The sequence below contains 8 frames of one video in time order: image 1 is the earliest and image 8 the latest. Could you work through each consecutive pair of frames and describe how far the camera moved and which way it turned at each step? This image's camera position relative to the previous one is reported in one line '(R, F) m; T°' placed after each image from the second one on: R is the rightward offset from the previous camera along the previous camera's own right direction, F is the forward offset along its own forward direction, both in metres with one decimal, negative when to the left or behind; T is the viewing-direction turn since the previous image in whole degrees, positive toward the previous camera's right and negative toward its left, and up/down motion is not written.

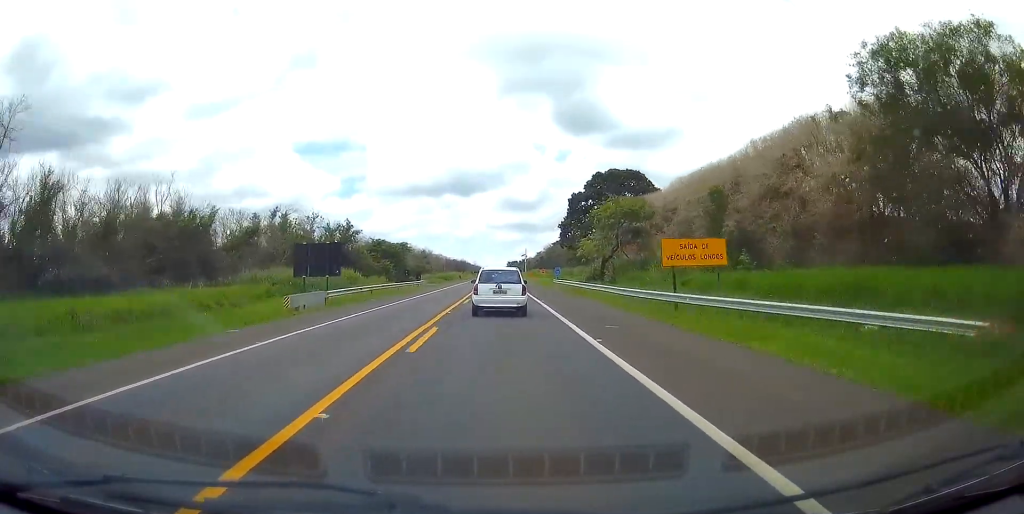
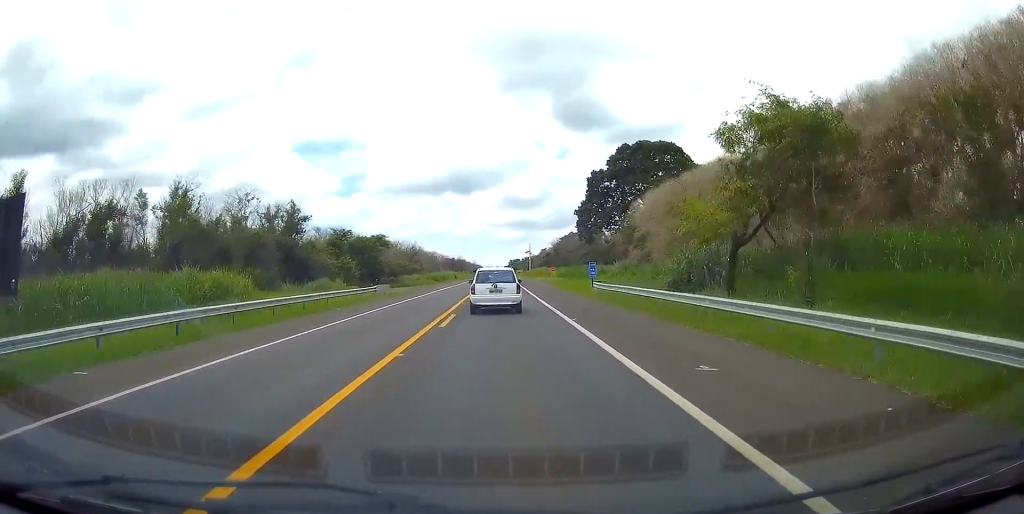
(0.0, +27.6) m; +1°
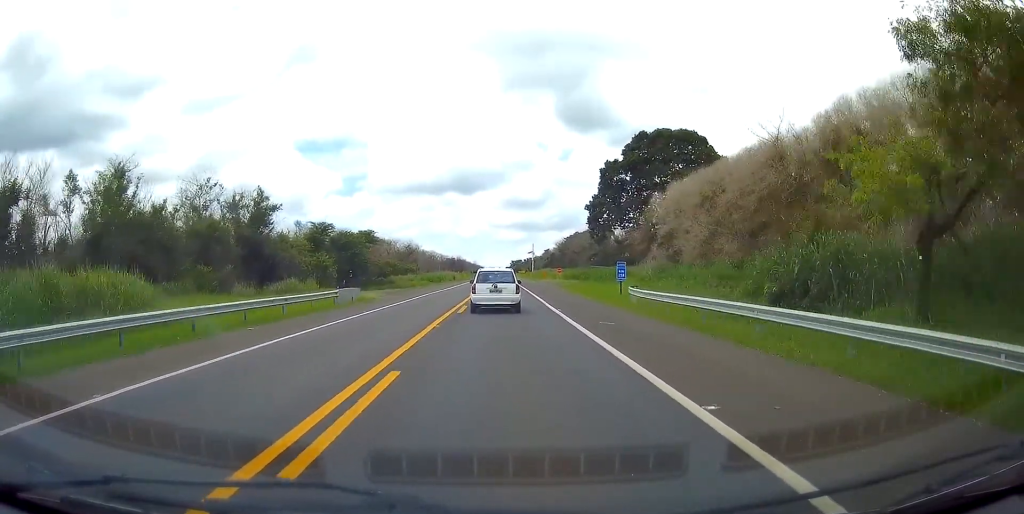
(+0.2, +11.1) m; 0°
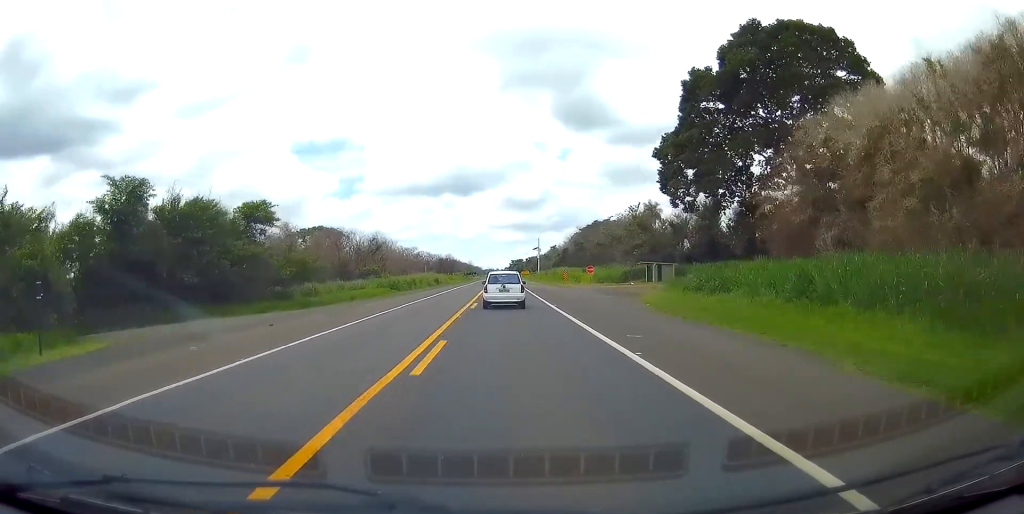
(-0.2, +44.6) m; -1°
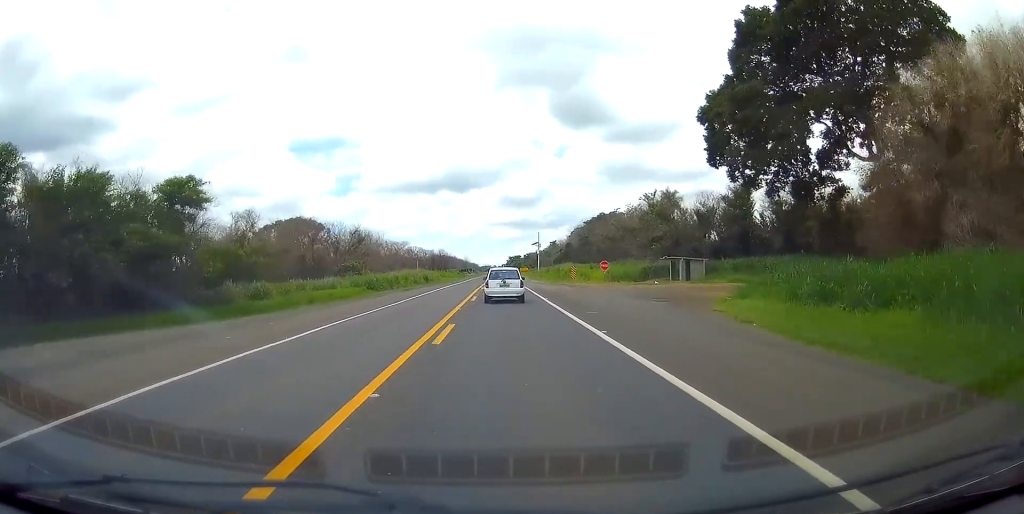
(0.0, +13.3) m; 0°
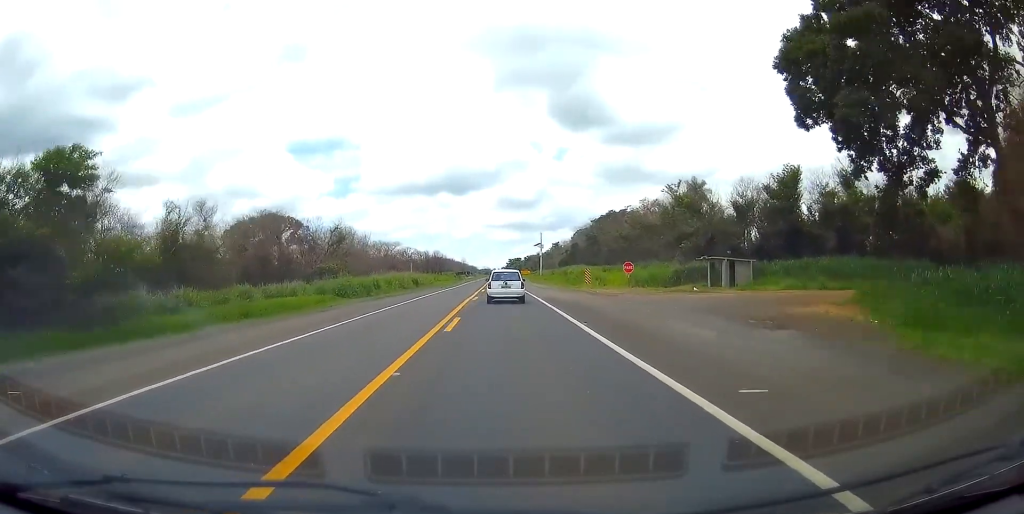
(0.0, +13.3) m; 0°
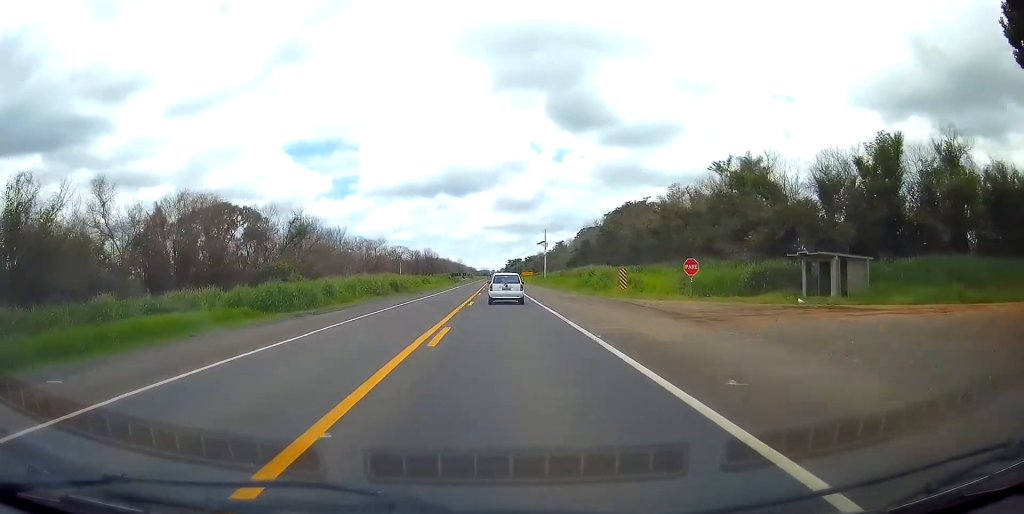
(0.0, +19.1) m; +1°
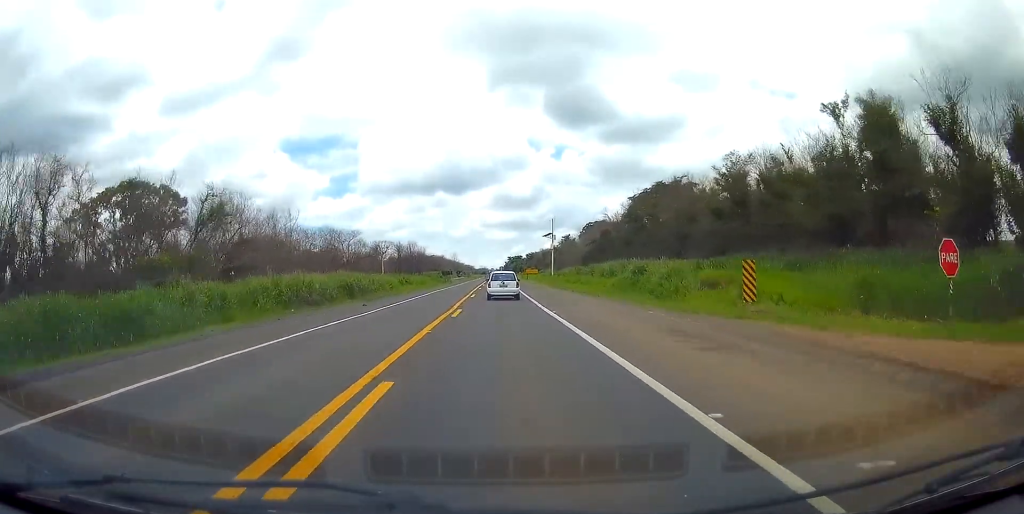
(+0.3, +24.0) m; +1°
